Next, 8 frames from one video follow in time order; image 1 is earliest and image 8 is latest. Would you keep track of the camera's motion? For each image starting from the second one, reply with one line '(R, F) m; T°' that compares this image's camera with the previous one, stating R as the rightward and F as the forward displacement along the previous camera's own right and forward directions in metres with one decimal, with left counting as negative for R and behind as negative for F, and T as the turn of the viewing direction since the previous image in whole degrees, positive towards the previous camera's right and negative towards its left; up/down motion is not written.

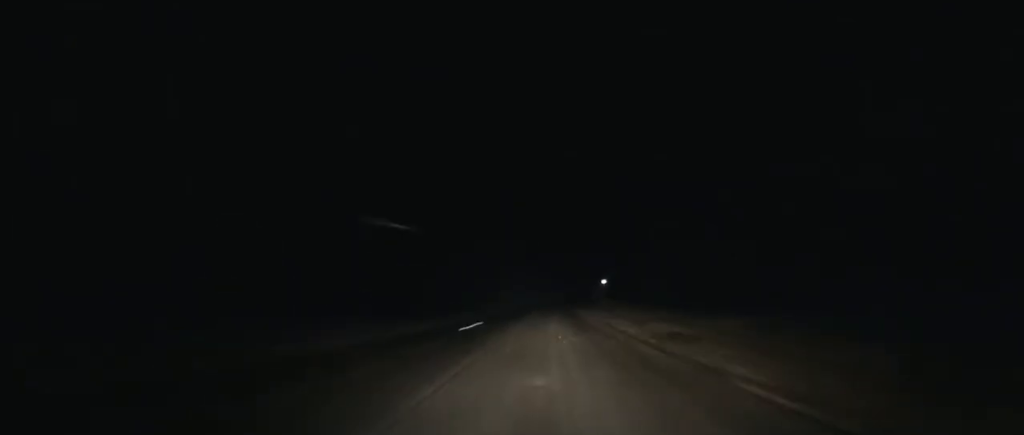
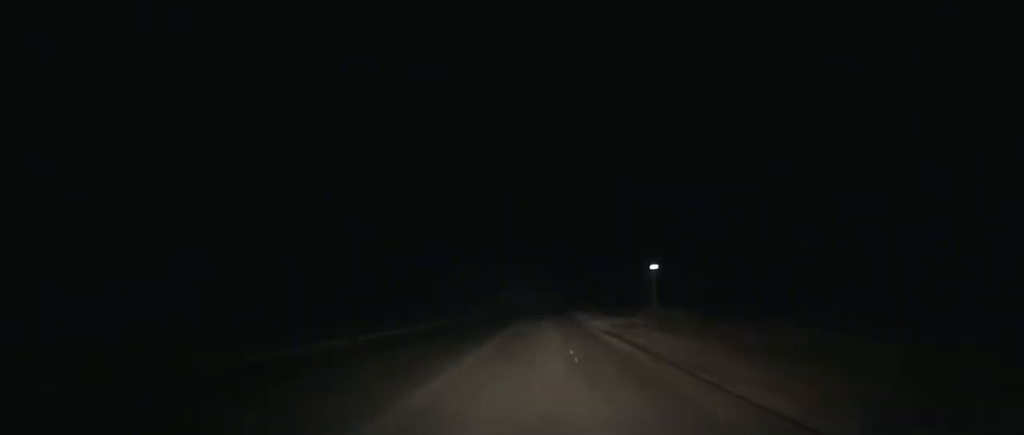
(+0.6, +52.1) m; +1°
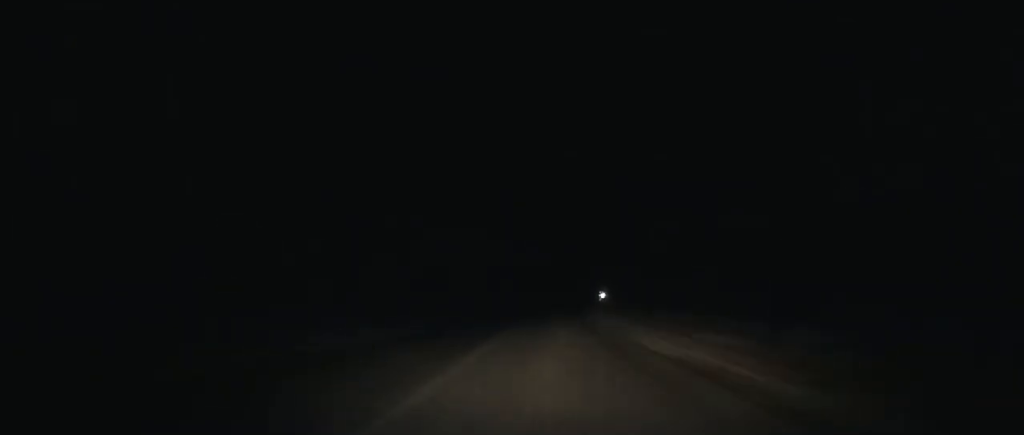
(+1.5, +86.4) m; +2°
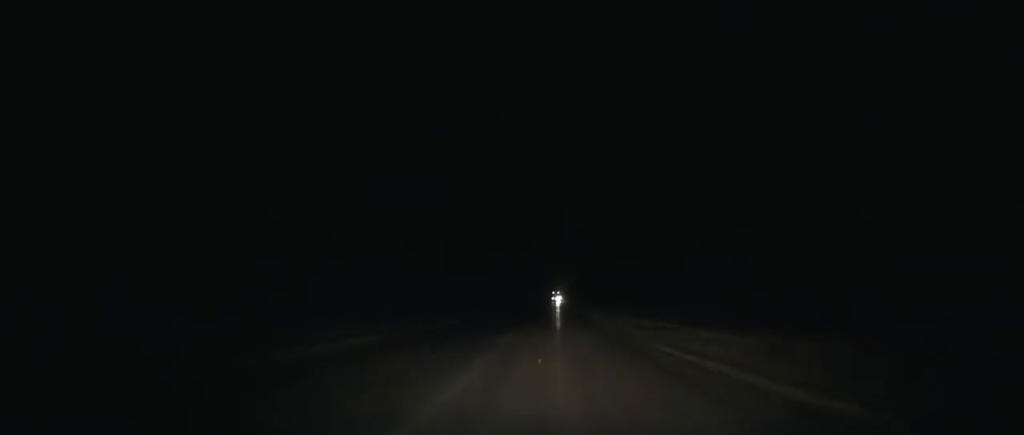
(+2.5, +99.3) m; +3°
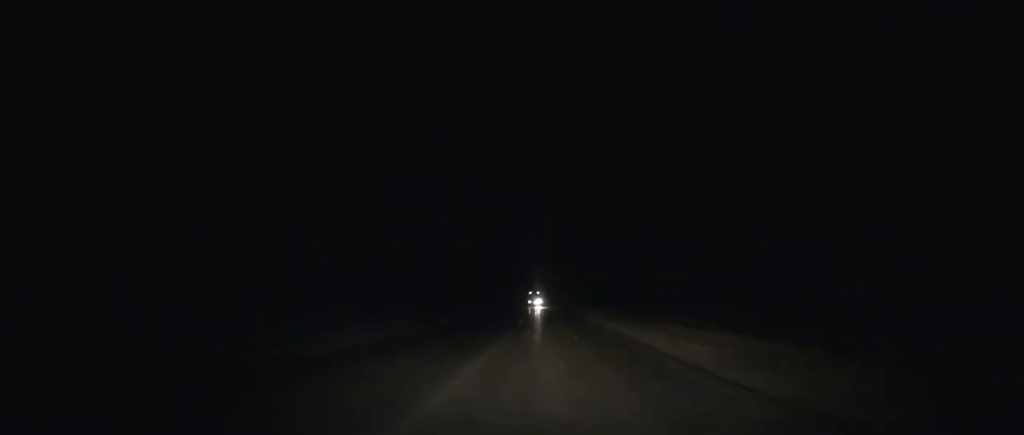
(+0.8, +43.7) m; +1°
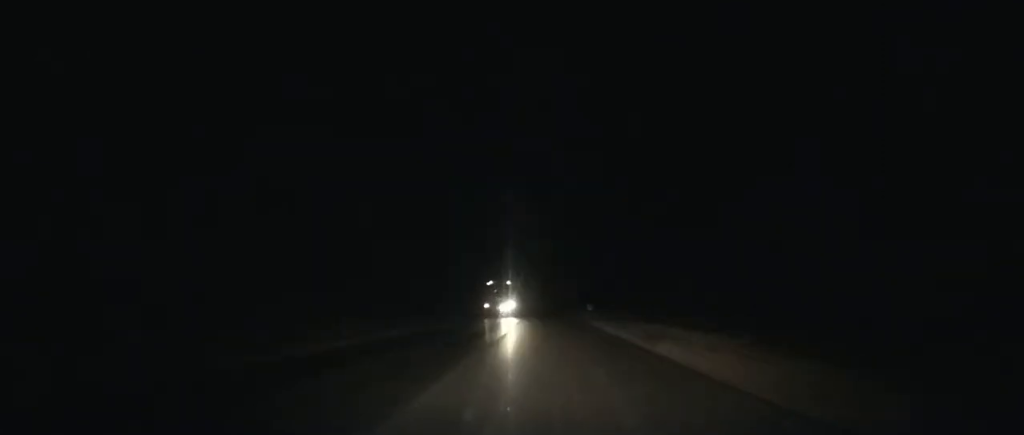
(+0.5, +46.0) m; +1°
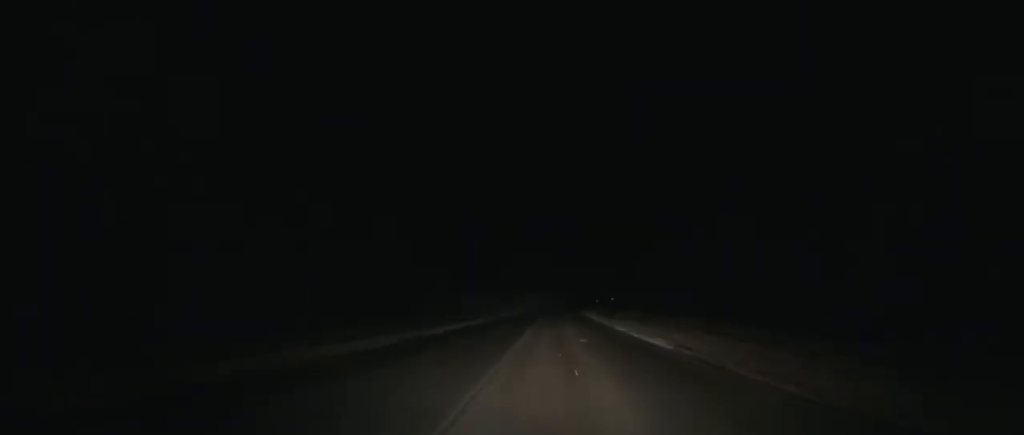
(+4.3, +142.2) m; +5°
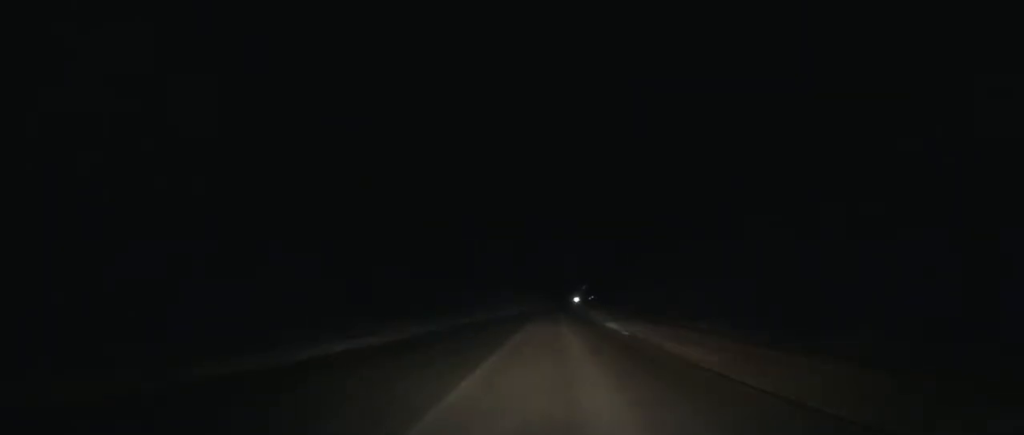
(+2.9, +93.2) m; +3°
